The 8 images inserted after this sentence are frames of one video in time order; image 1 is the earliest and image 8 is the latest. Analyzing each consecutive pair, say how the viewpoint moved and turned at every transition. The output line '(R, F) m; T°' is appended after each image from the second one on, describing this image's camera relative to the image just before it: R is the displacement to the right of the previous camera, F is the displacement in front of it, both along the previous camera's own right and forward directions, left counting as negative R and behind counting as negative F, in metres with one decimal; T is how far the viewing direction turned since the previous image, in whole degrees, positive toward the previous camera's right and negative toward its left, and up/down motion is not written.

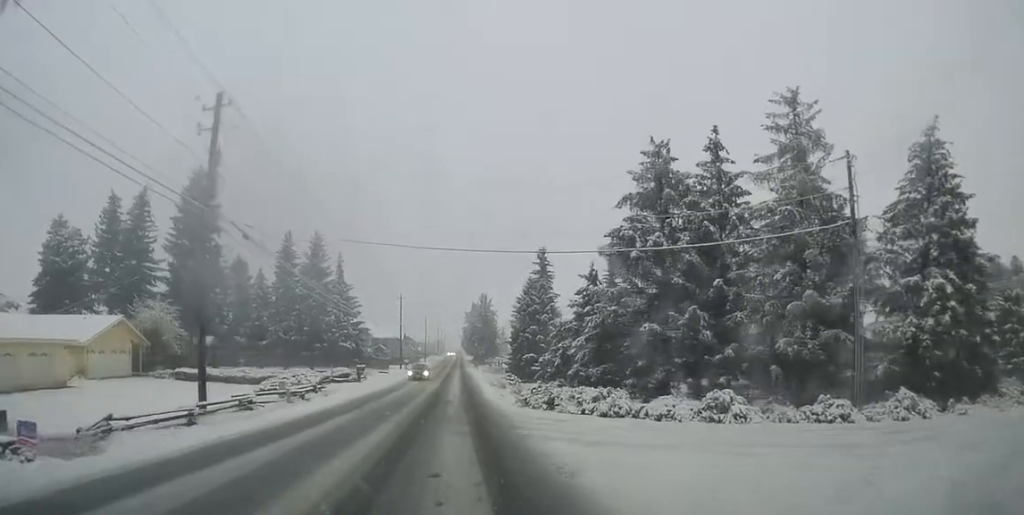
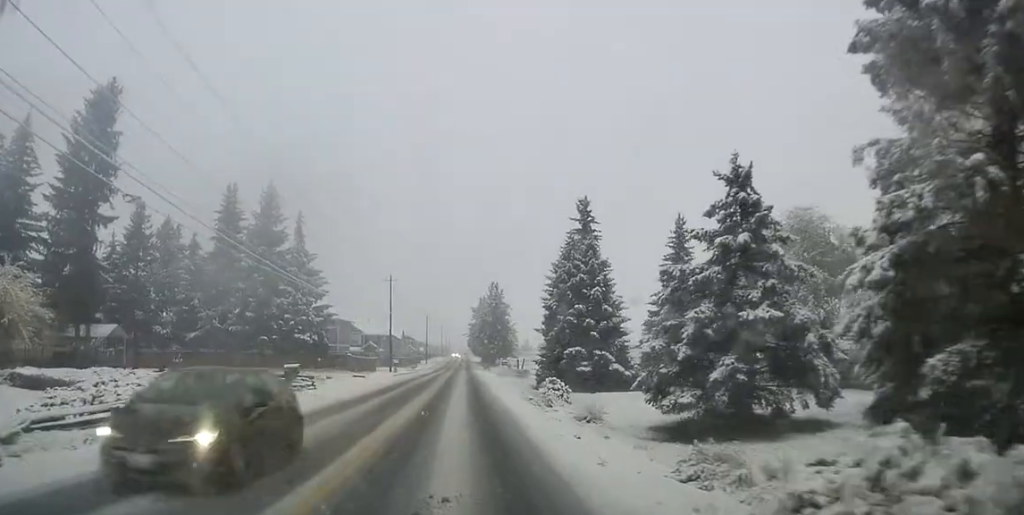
(+0.5, +22.5) m; +3°
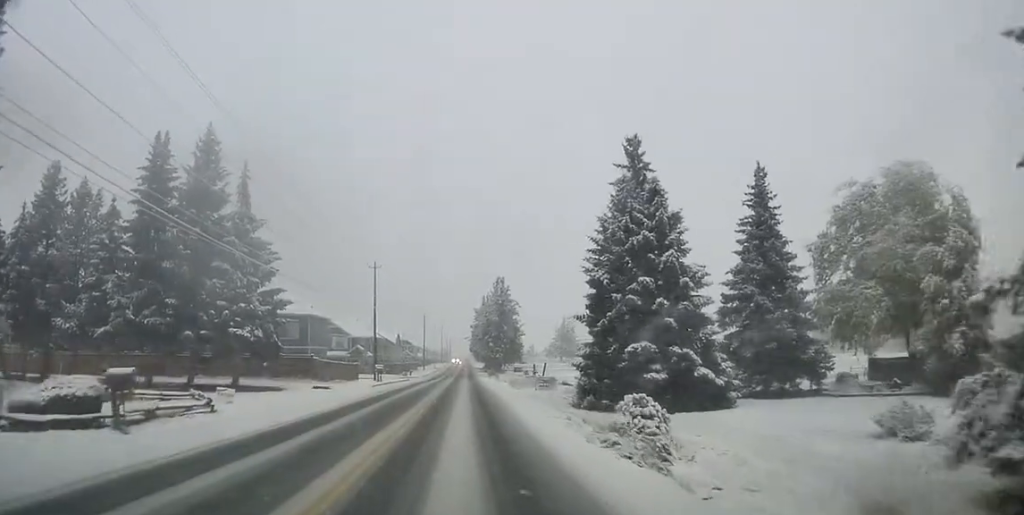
(0.0, +14.9) m; 0°
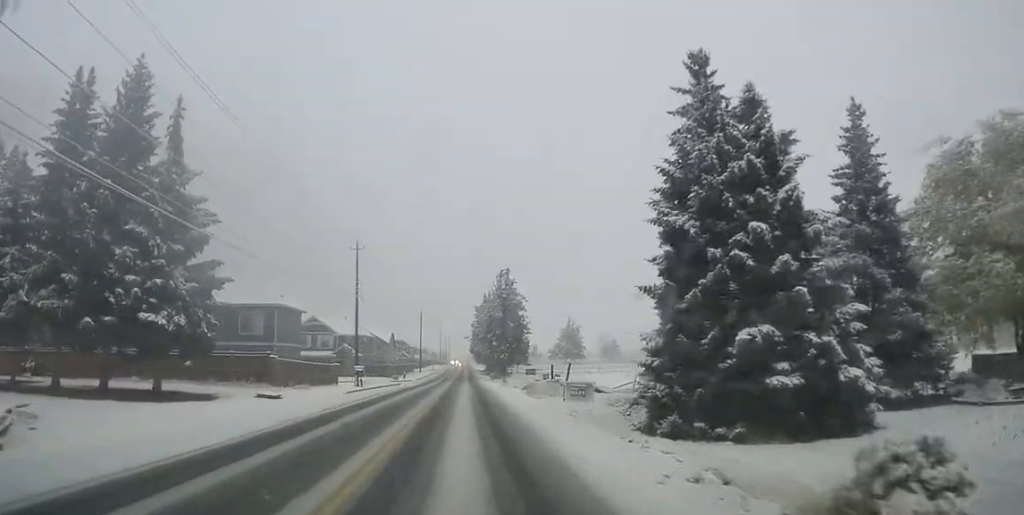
(0.0, +11.0) m; 0°
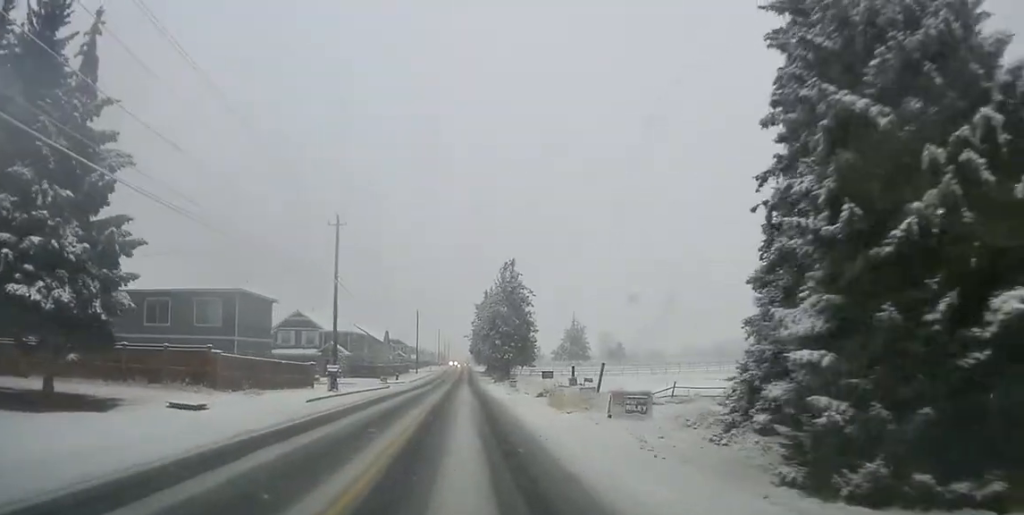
(0.0, +8.9) m; 0°
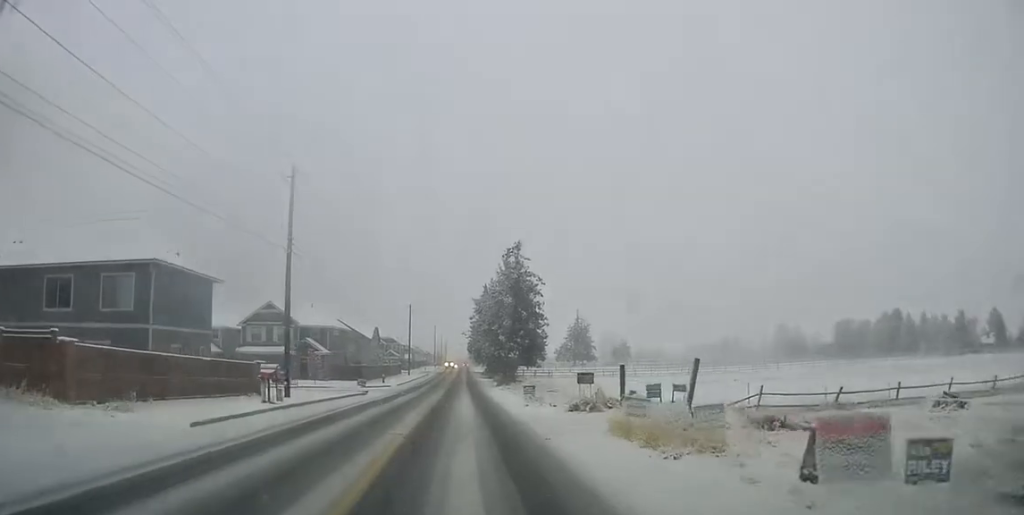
(0.0, +11.7) m; 0°
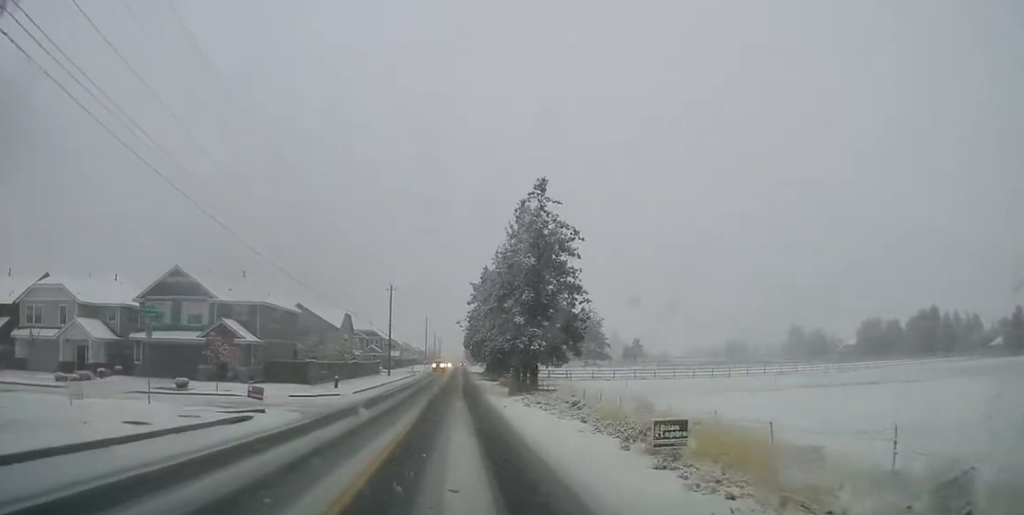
(0.0, +23.5) m; 0°
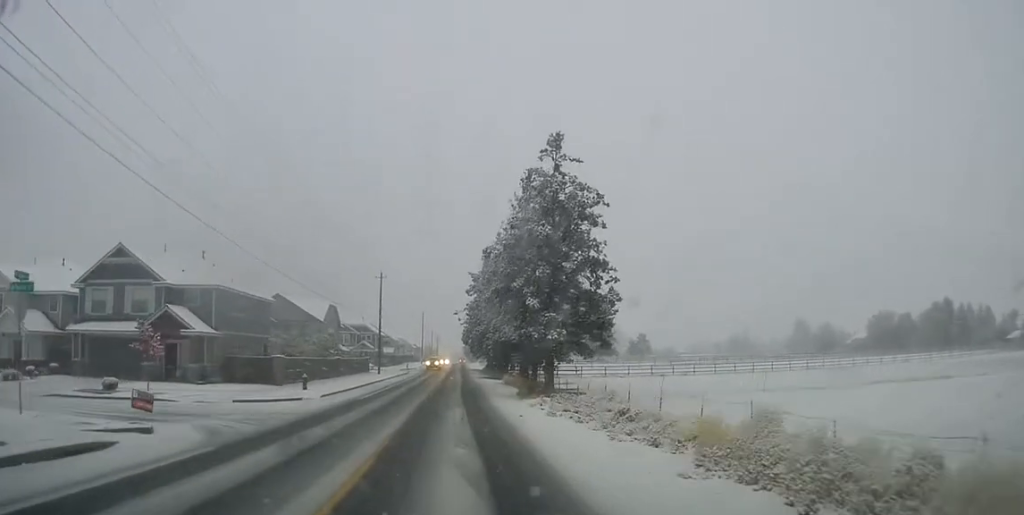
(0.0, +8.6) m; 0°
